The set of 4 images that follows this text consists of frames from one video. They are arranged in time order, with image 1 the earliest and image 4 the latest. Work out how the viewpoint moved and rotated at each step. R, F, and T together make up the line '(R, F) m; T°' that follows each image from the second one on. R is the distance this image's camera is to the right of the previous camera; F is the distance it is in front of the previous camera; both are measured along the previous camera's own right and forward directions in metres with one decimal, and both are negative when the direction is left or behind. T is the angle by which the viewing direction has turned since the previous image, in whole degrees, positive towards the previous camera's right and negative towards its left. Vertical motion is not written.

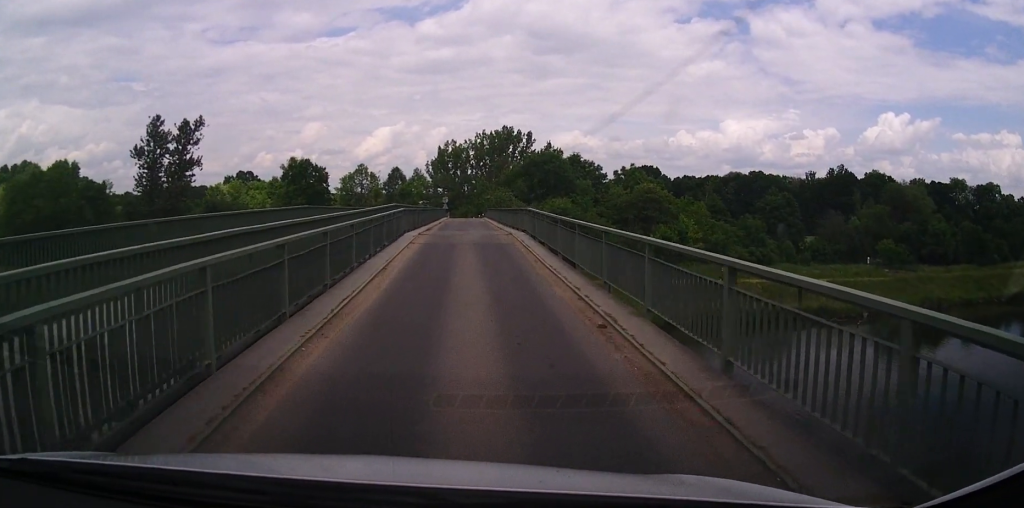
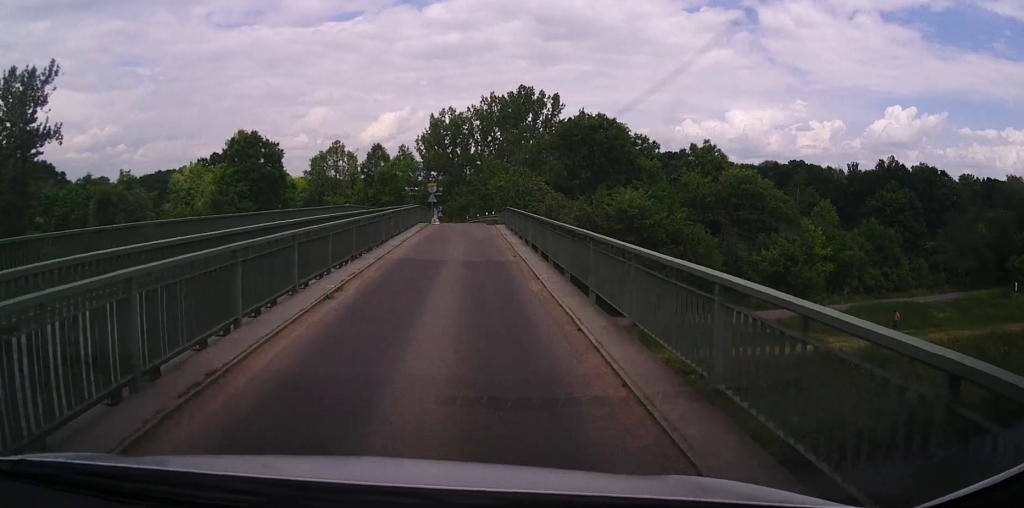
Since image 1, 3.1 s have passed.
(-0.5, +33.0) m; 0°
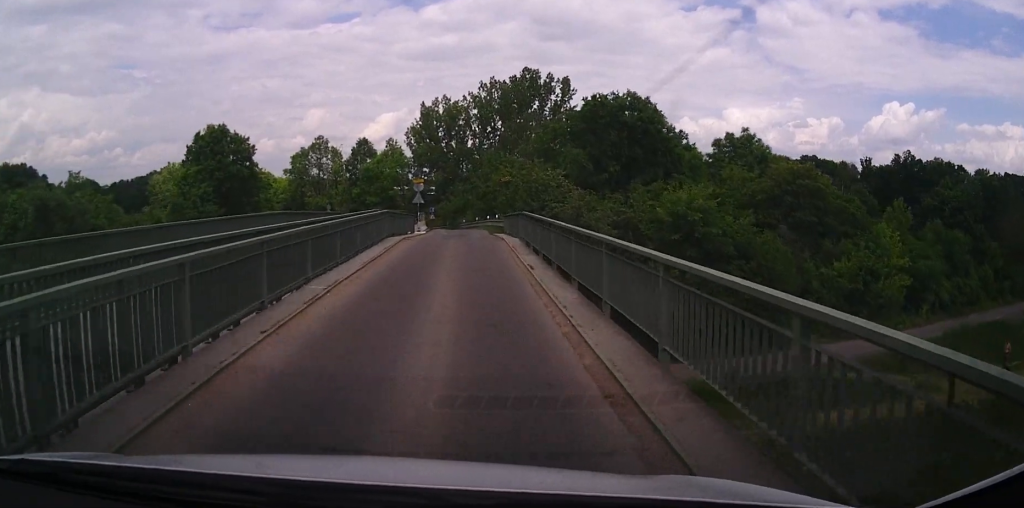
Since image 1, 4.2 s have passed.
(0.0, +11.9) m; 0°
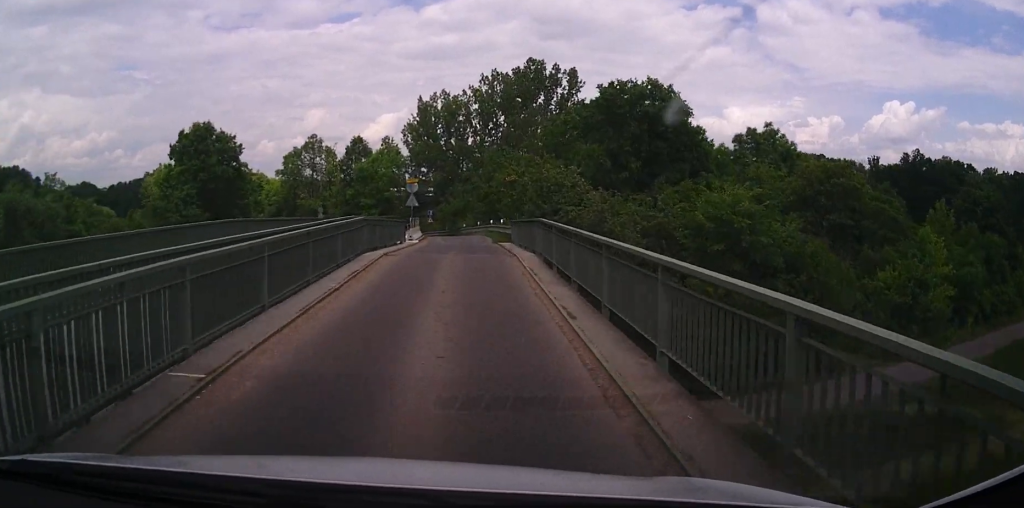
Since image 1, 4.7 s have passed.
(0.0, +5.1) m; 0°
